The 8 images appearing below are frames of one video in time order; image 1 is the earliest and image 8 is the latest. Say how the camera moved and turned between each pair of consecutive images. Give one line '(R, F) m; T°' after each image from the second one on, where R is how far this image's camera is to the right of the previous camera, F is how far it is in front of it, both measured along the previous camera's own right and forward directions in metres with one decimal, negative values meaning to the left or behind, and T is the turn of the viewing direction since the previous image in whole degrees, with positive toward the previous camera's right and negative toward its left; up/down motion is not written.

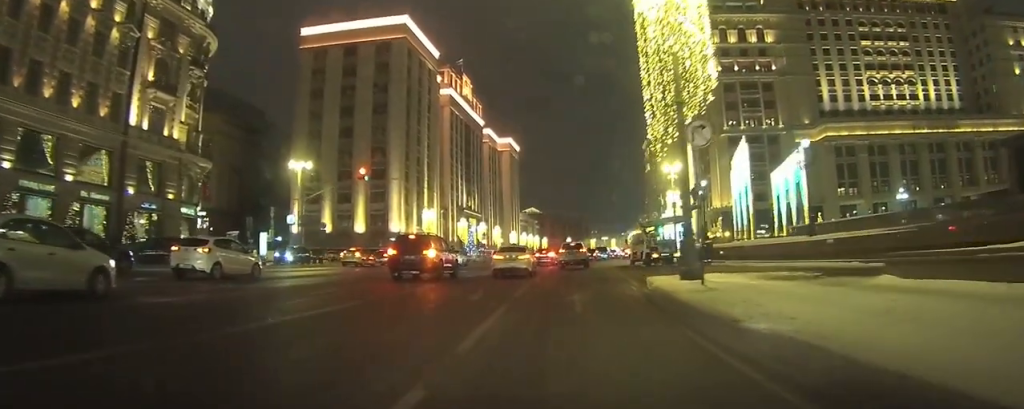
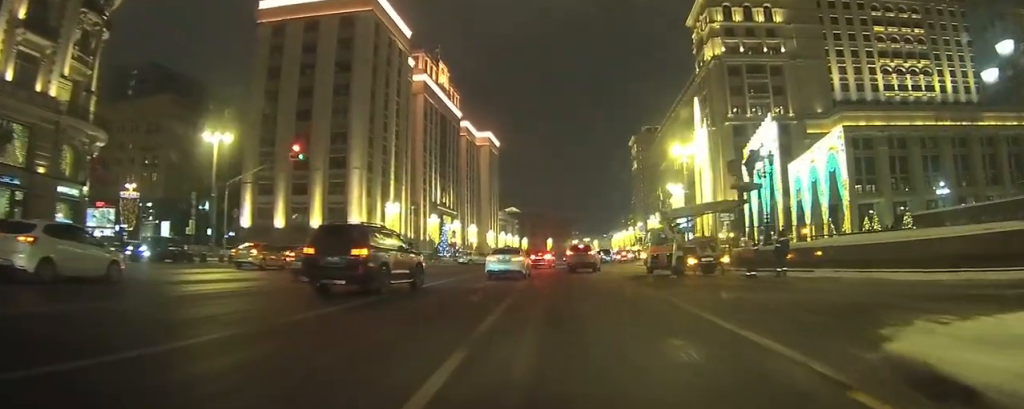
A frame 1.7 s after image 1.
(0.0, +13.4) m; 0°
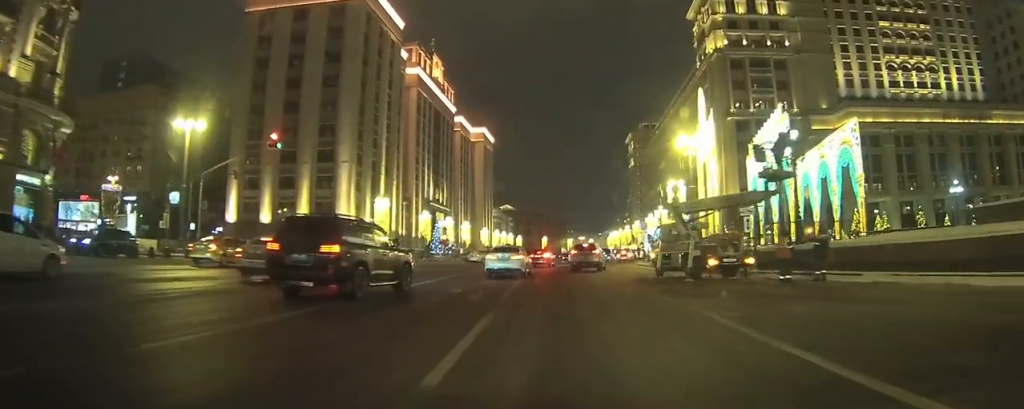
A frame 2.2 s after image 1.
(0.0, +3.6) m; 0°
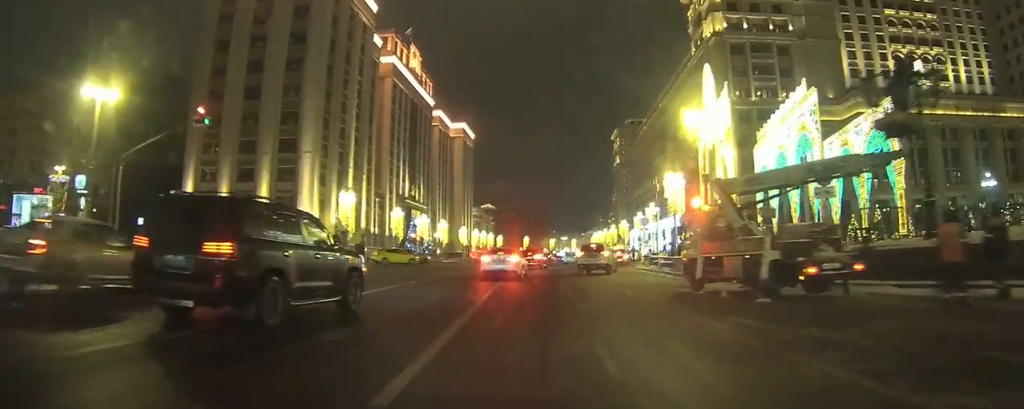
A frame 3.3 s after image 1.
(+0.1, +8.7) m; +1°
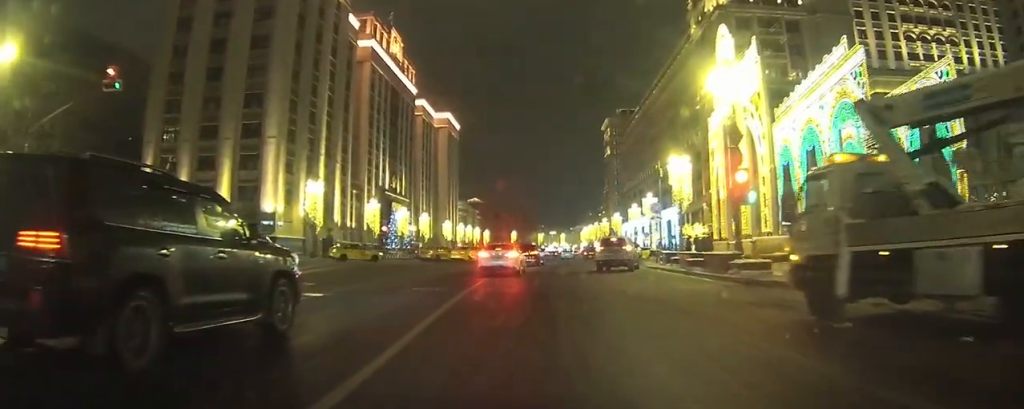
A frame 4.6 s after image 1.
(+0.2, +9.0) m; +2°
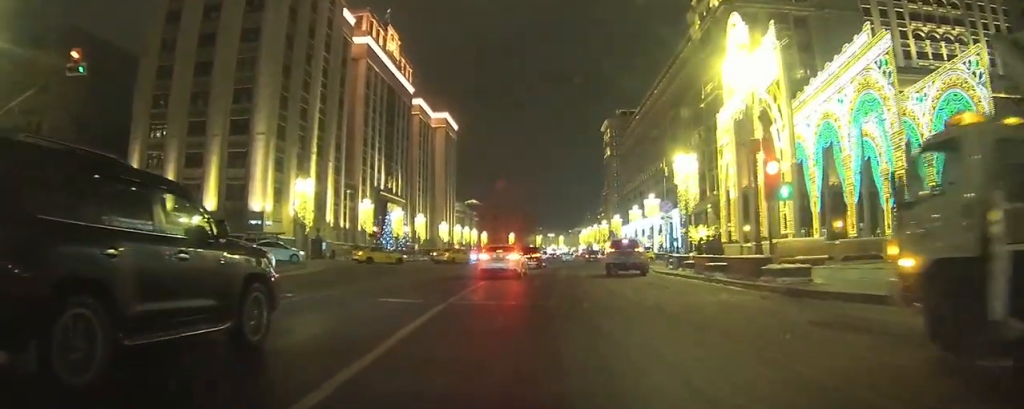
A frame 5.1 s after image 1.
(0.0, +3.5) m; +1°
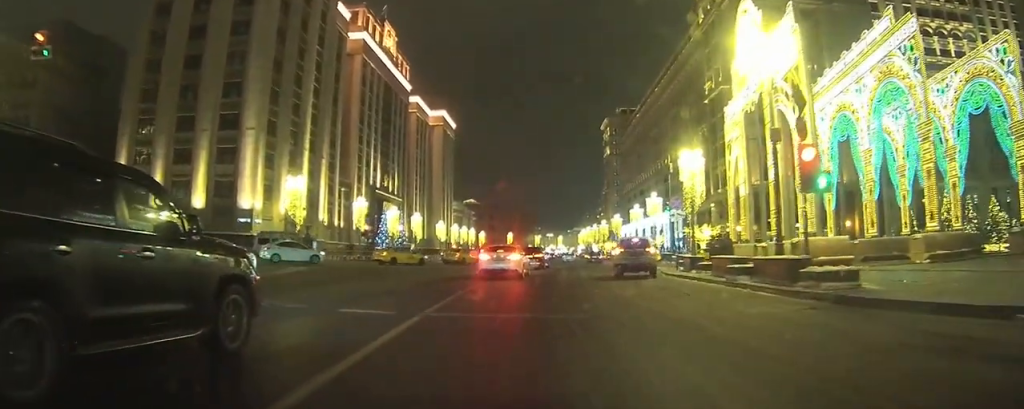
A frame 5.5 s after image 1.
(0.0, +3.1) m; +1°
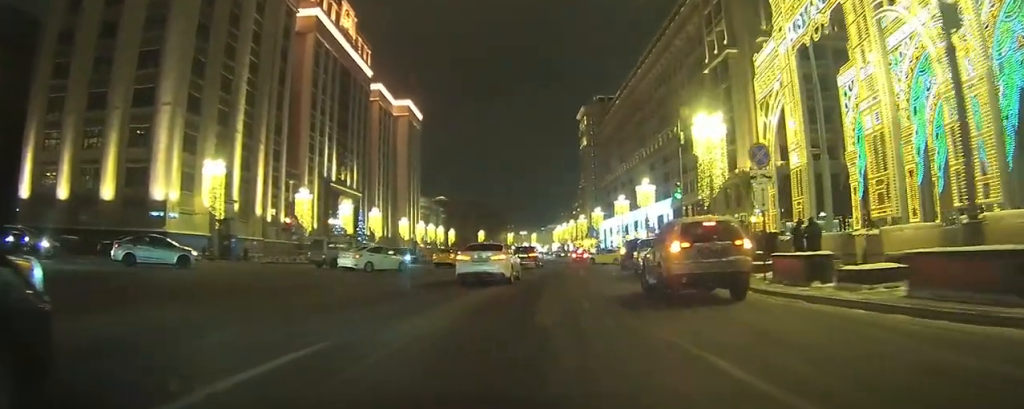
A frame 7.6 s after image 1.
(+0.5, +16.0) m; +3°
